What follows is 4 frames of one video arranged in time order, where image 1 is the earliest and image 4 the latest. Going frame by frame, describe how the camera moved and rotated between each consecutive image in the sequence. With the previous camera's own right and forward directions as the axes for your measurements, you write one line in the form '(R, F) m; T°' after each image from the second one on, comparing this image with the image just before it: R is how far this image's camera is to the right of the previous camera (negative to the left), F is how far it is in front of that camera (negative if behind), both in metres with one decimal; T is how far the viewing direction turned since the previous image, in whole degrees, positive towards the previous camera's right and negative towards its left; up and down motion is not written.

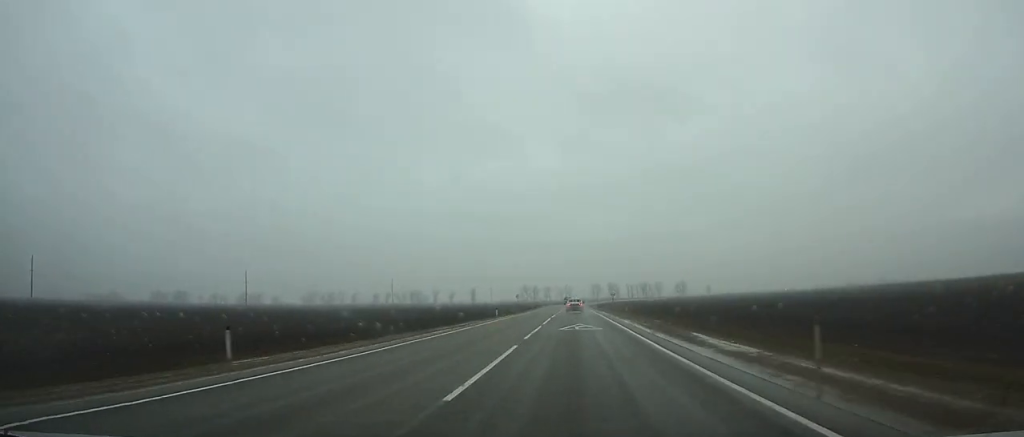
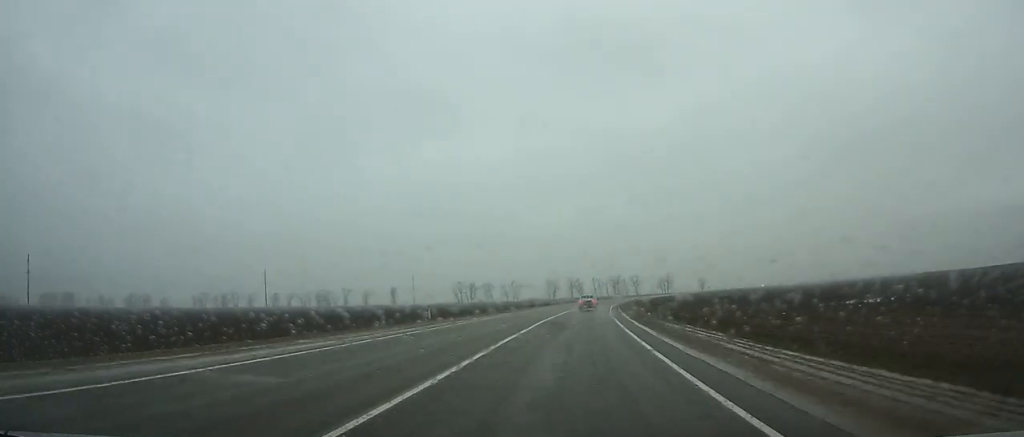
(+5.0, +171.6) m; +6°
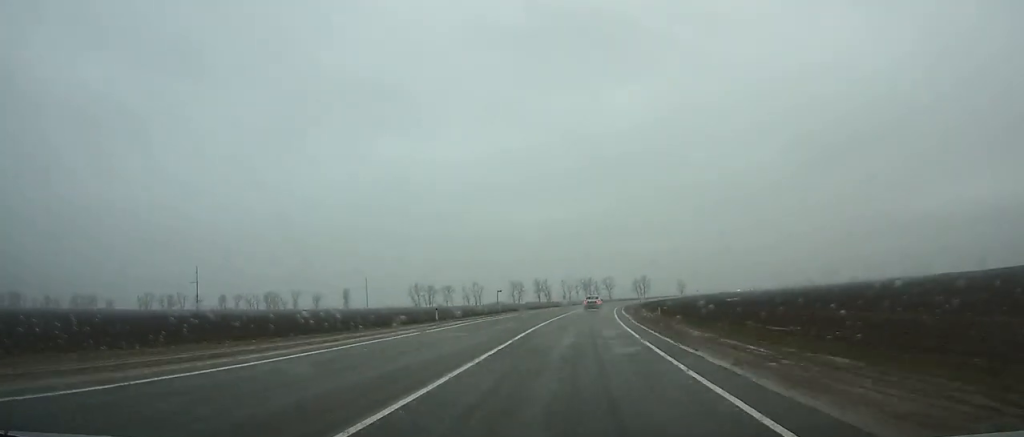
(+1.2, +45.7) m; +4°
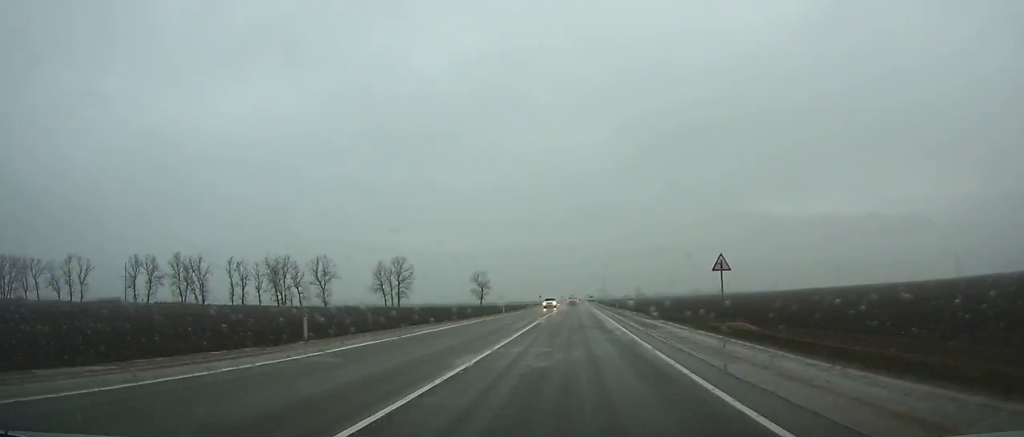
(+45.7, +262.0) m; +18°
